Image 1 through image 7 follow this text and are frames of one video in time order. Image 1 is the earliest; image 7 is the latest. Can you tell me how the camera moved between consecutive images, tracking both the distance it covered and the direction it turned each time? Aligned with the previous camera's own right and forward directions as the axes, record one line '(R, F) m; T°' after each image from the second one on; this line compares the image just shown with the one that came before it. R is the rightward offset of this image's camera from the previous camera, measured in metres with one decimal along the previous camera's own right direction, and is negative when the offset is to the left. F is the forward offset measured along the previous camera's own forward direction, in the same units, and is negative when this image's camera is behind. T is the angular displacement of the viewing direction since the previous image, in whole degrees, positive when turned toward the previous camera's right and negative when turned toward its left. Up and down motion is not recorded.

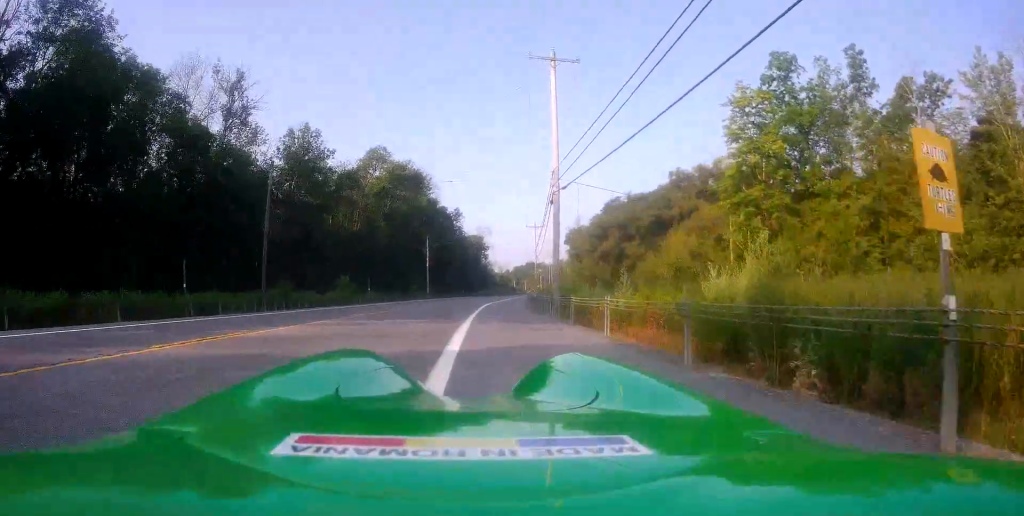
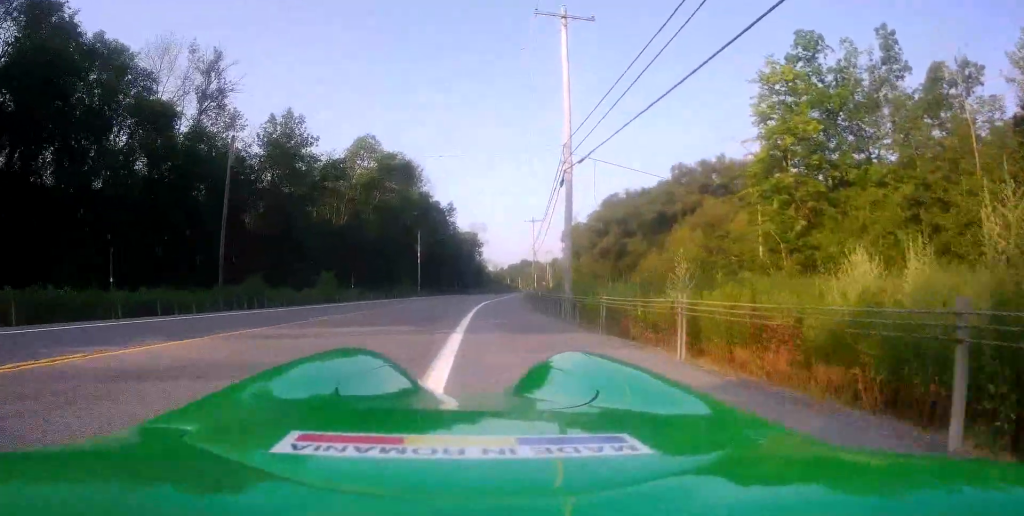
(+0.1, +4.5) m; +2°
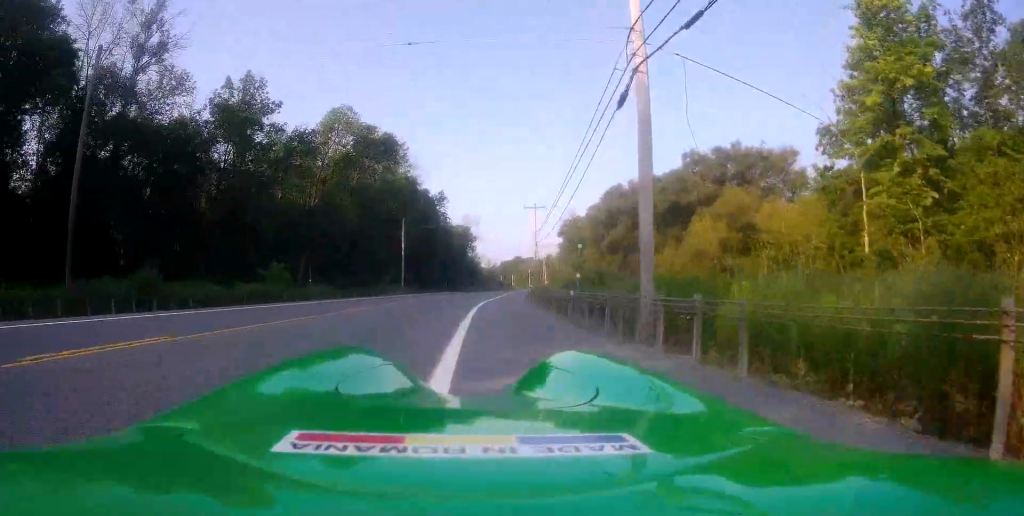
(0.0, +10.0) m; 0°
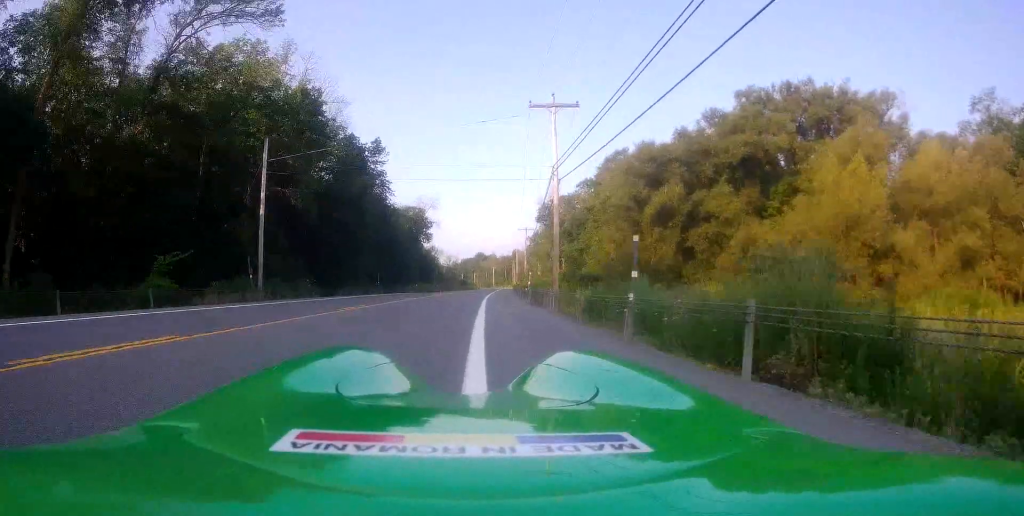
(+0.6, +36.0) m; +2°
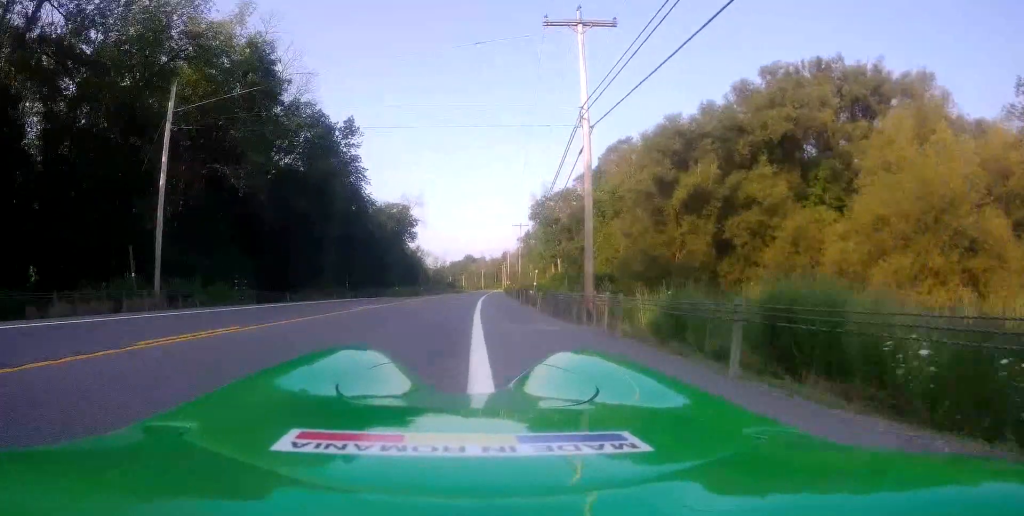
(-0.2, +9.9) m; +1°
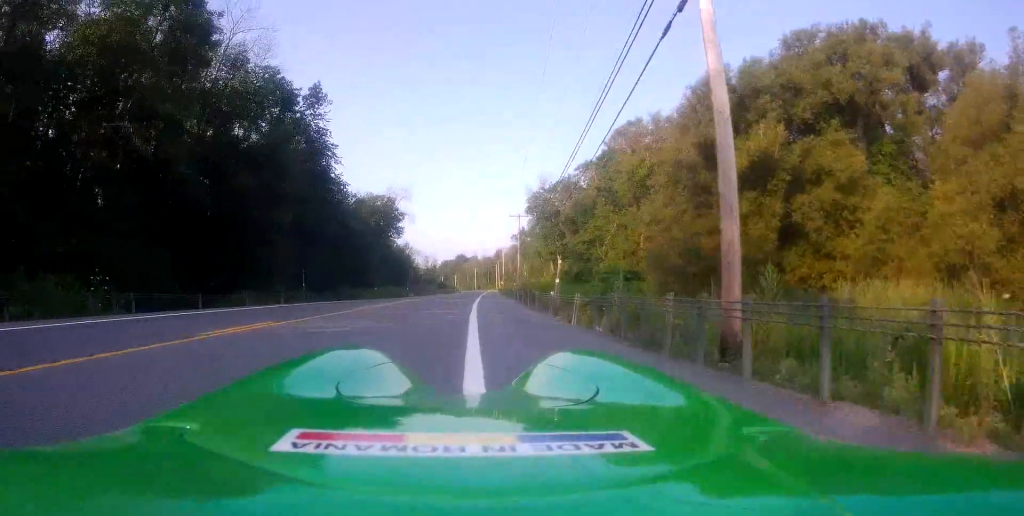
(+0.5, +10.4) m; 0°
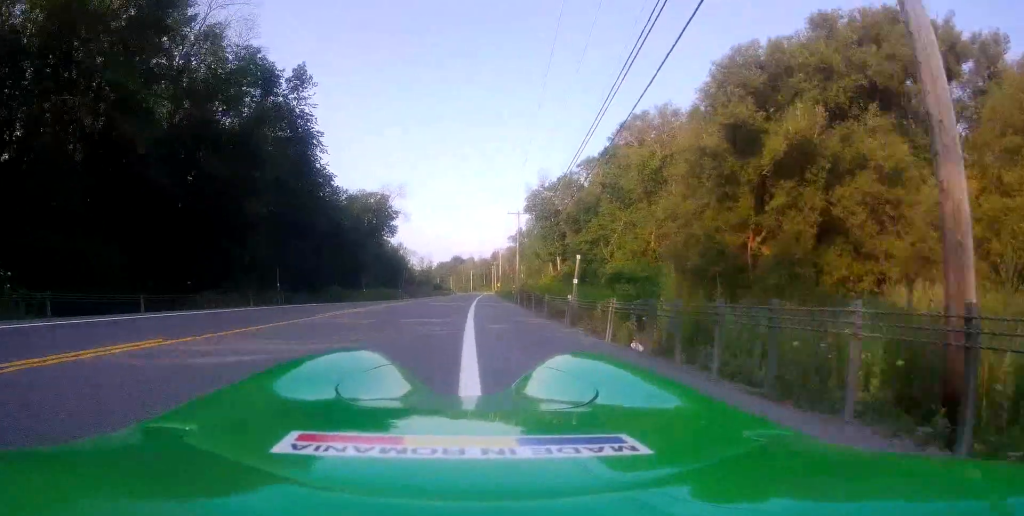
(-0.1, +4.0) m; 0°
